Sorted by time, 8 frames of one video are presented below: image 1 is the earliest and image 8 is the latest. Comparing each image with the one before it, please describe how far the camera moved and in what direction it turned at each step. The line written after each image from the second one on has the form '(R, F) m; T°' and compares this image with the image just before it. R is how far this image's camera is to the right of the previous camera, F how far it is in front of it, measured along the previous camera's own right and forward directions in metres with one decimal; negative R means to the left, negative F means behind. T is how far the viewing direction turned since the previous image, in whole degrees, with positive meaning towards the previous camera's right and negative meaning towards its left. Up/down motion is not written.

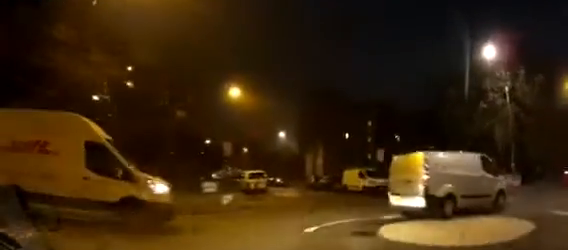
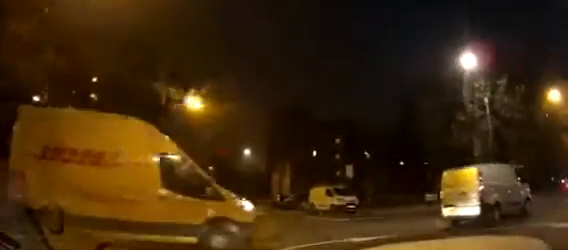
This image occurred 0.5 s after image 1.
(0.0, +1.7) m; +8°
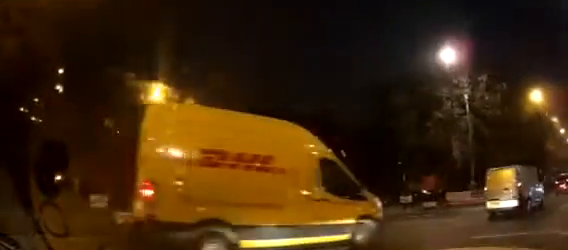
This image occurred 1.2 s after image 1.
(+0.3, +2.1) m; +8°
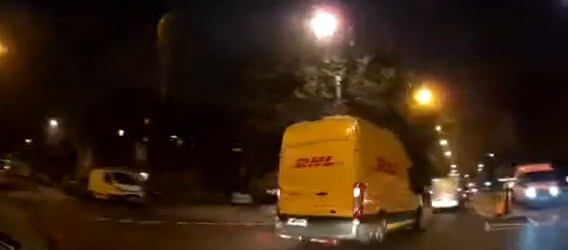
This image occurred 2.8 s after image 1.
(+1.0, +5.4) m; +22°
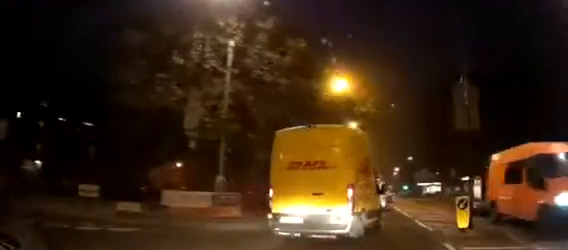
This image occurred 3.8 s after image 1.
(+0.5, +3.8) m; +10°
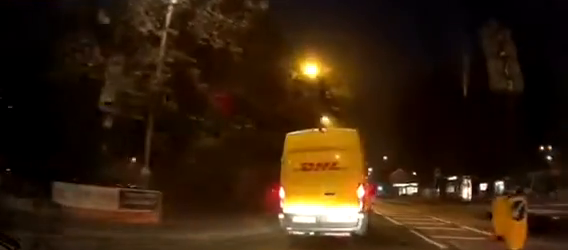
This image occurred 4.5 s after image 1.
(+0.3, +3.3) m; +2°
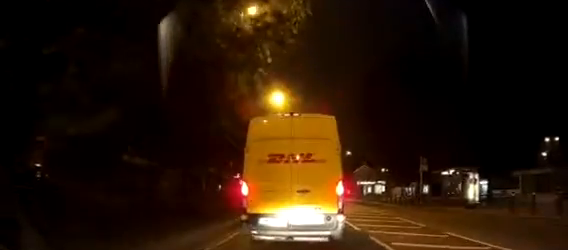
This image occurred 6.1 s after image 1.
(+0.3, +7.3) m; +8°
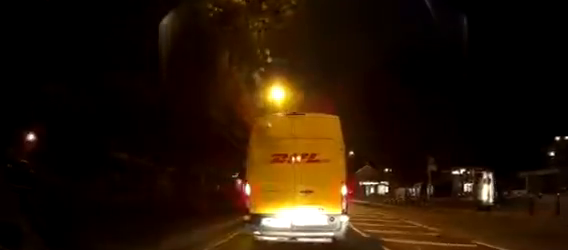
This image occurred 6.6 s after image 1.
(+0.1, +1.9) m; +2°
